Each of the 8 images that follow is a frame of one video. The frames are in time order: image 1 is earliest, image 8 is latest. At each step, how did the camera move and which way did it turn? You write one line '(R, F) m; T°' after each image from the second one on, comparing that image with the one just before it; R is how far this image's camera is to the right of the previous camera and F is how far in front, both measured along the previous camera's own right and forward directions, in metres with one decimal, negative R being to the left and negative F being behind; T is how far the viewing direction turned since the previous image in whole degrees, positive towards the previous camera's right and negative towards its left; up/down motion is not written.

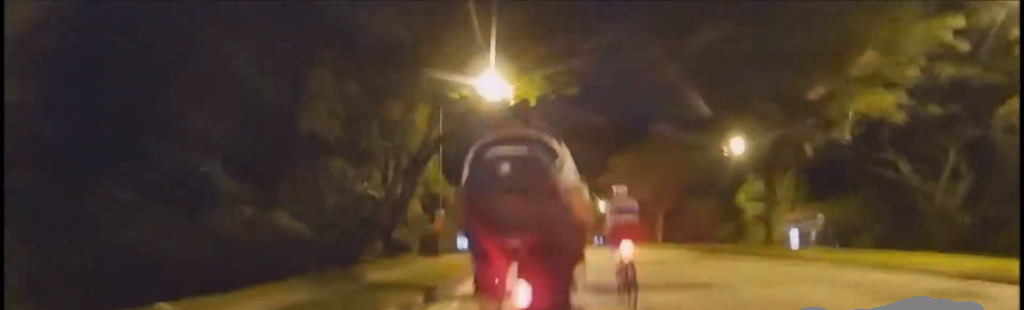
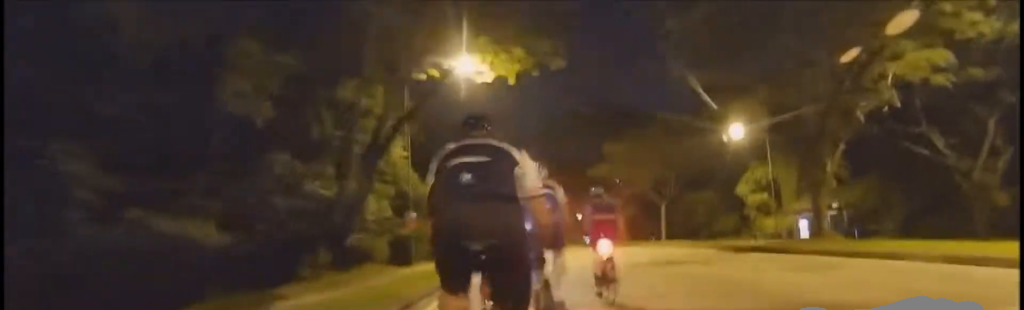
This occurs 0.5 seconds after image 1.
(-0.1, +5.2) m; 0°
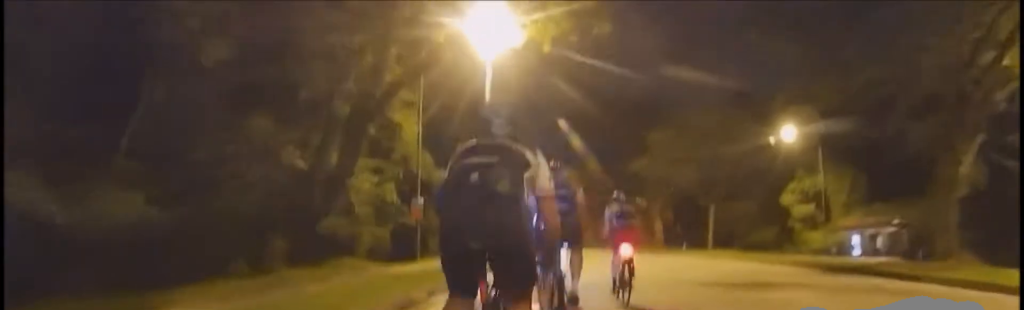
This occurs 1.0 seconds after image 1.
(+0.2, +5.3) m; +1°
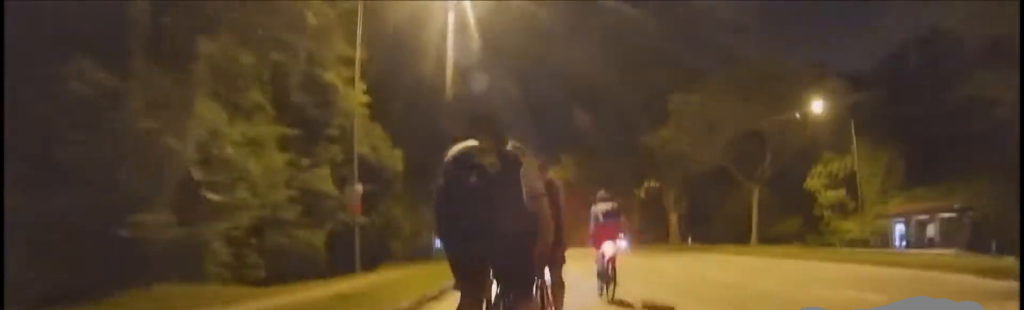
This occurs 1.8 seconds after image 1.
(+0.1, +8.6) m; -1°
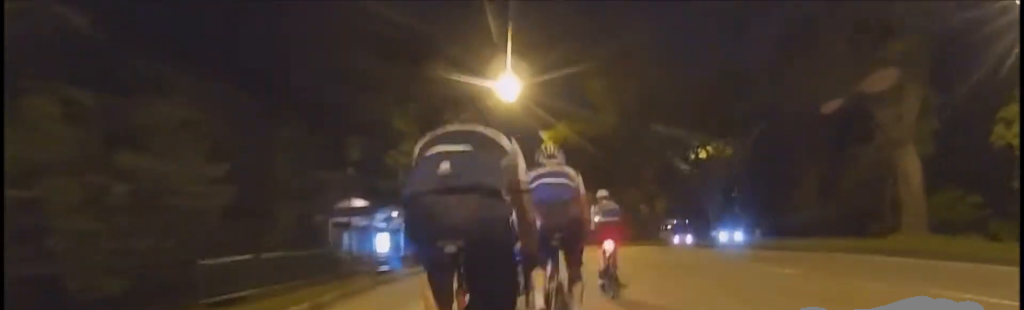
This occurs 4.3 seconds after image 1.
(-0.8, +27.8) m; +1°
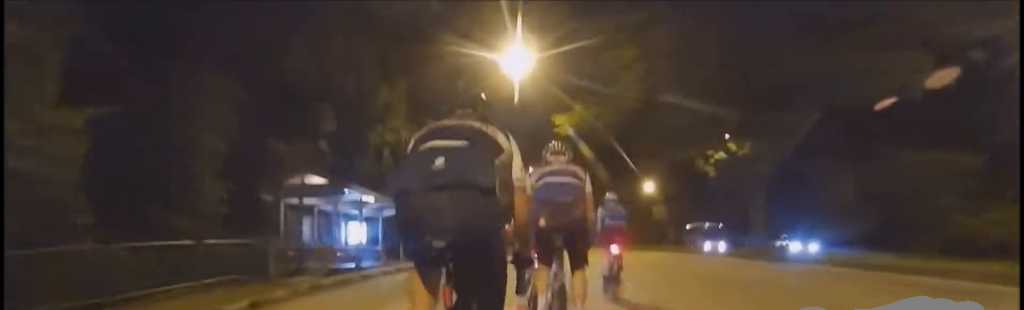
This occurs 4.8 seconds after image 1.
(+0.1, +5.7) m; 0°
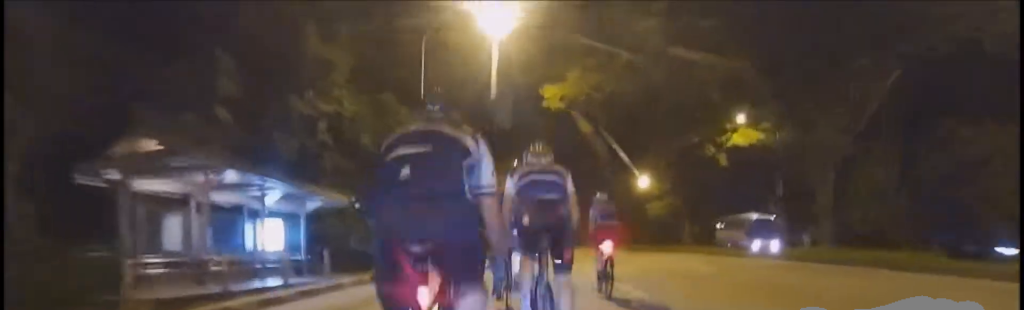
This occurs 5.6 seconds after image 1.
(0.0, +8.1) m; -1°
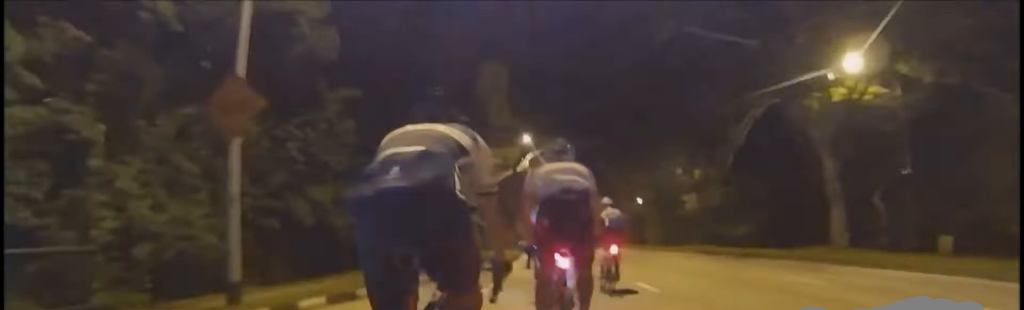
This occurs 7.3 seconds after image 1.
(0.0, +17.4) m; +2°
